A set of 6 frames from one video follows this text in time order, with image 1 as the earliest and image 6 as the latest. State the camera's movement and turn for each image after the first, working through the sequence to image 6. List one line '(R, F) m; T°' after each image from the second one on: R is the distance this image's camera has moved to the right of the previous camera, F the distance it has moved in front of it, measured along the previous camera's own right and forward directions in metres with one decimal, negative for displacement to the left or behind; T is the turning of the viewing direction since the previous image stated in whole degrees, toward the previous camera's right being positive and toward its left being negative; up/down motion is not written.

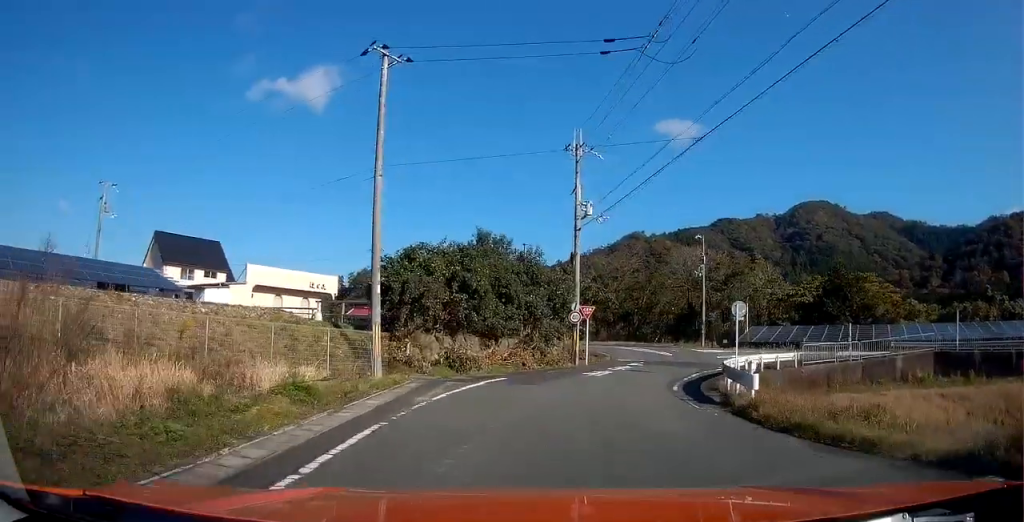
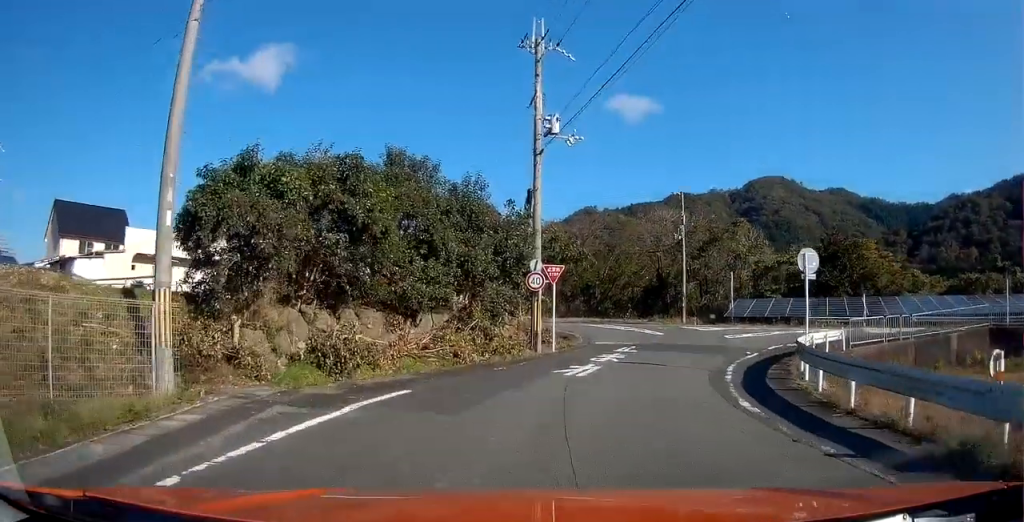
(+0.1, +9.1) m; +3°
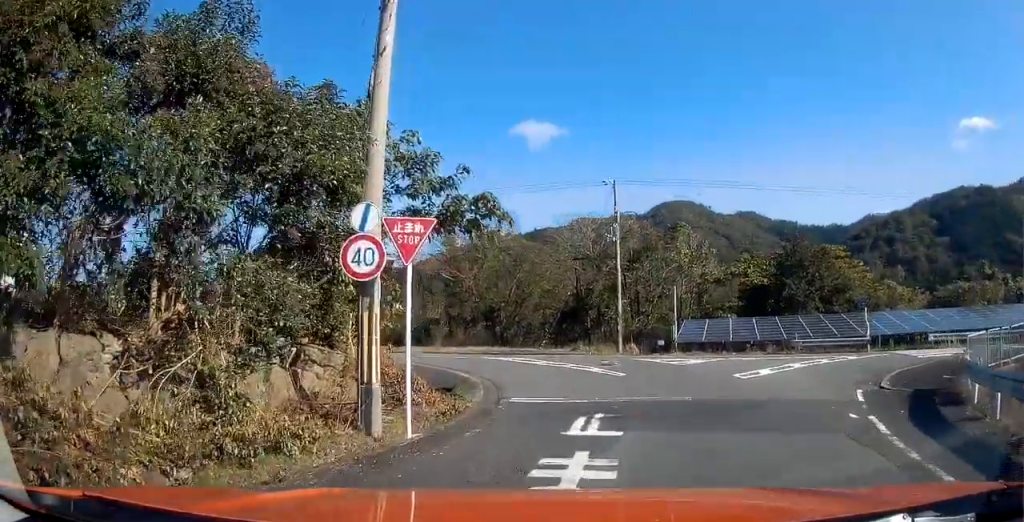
(+0.6, +12.0) m; +10°
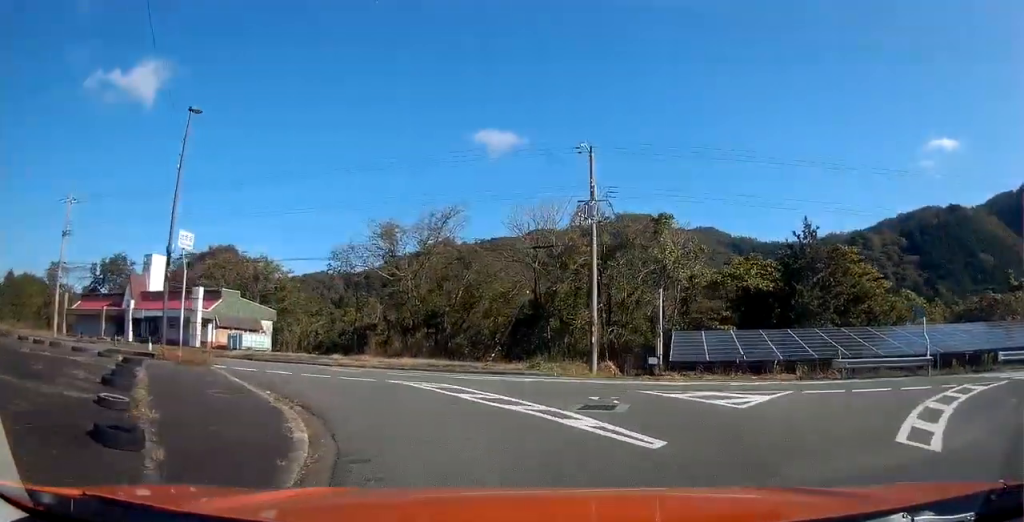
(+1.1, +9.0) m; +3°
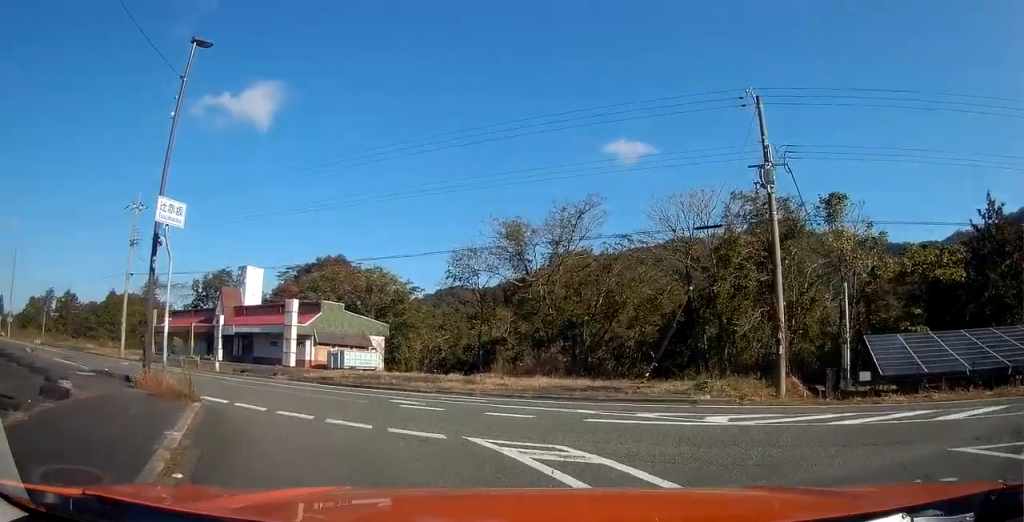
(-0.8, +6.7) m; -22°
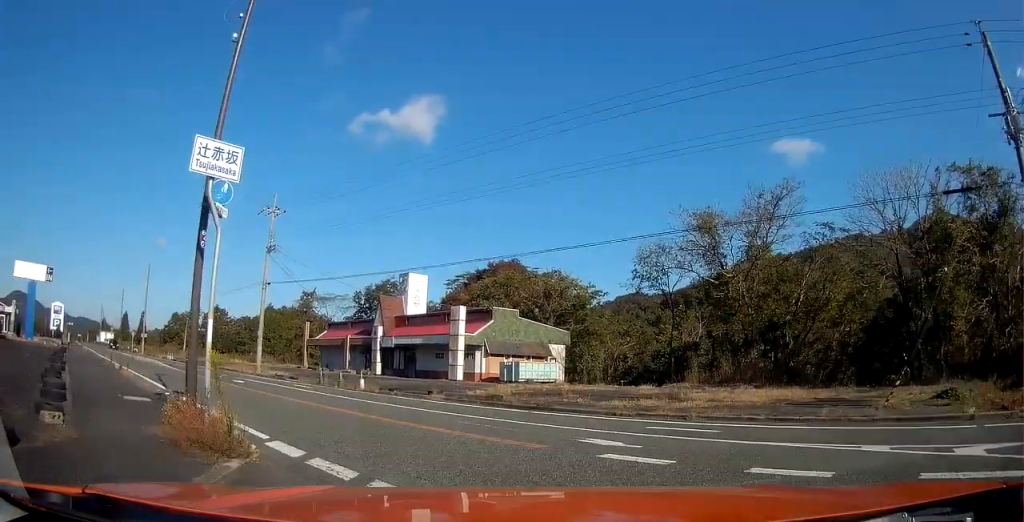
(-0.9, +4.7) m; -21°
